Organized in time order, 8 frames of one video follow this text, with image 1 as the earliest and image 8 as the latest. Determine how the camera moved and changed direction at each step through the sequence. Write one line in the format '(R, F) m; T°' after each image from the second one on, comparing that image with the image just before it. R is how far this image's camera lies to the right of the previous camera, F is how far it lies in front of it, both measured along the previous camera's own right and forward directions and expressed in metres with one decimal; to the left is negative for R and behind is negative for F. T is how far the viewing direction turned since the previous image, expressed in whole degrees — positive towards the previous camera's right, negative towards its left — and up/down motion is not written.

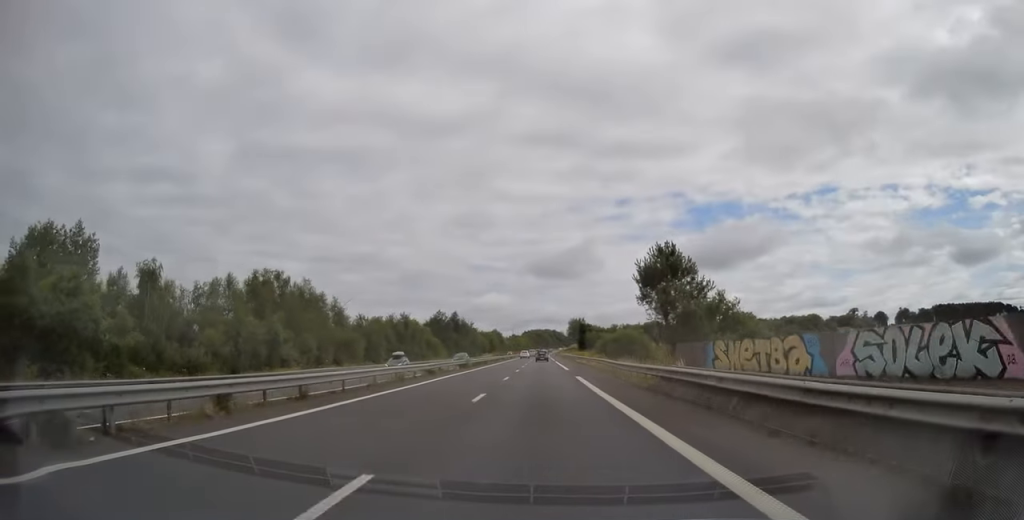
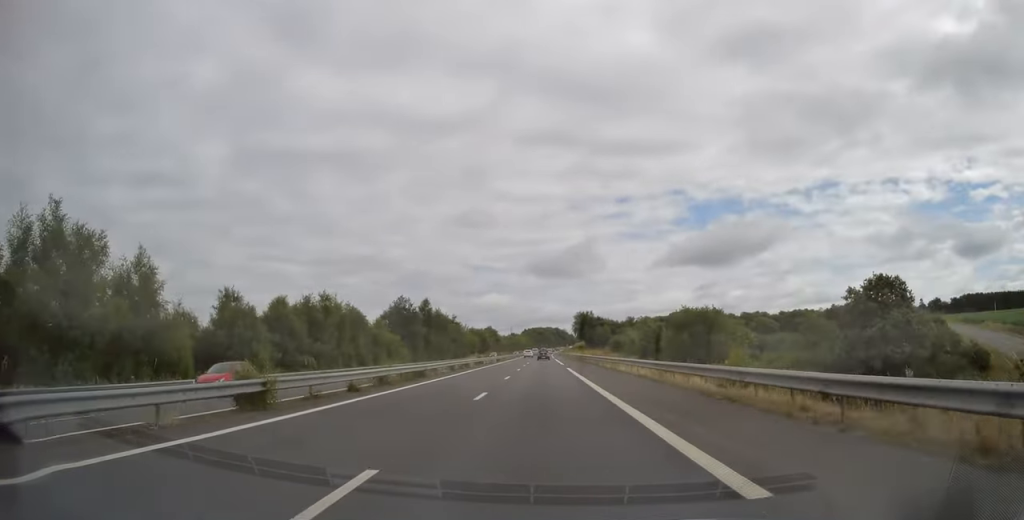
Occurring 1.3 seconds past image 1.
(-0.2, +39.2) m; 0°
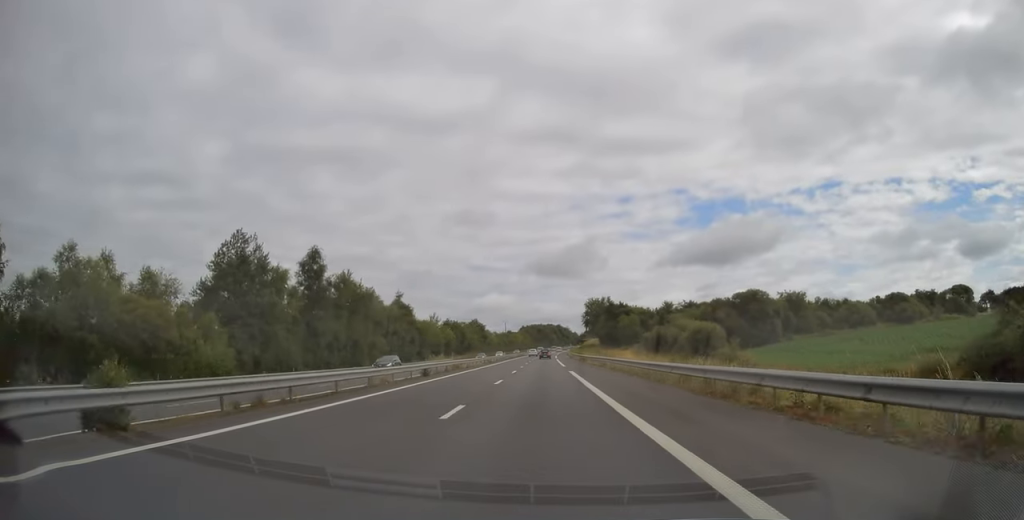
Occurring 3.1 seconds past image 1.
(+0.2, +57.3) m; 0°
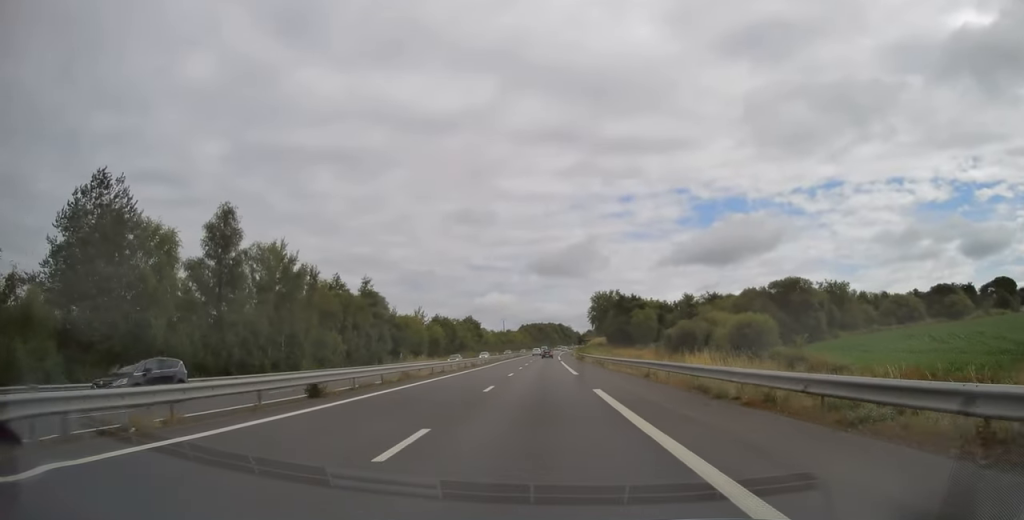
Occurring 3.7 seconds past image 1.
(0.0, +18.1) m; 0°
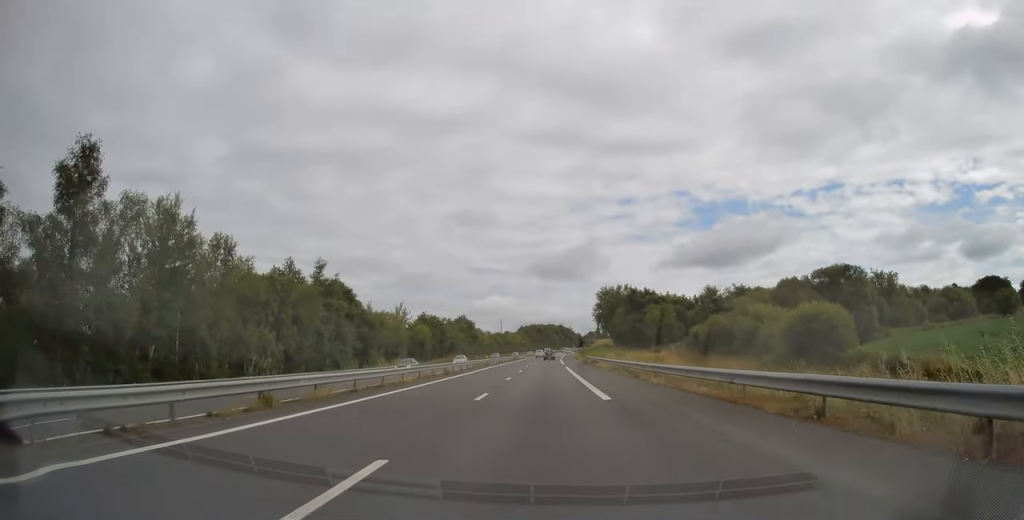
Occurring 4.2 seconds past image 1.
(0.0, +16.0) m; 0°
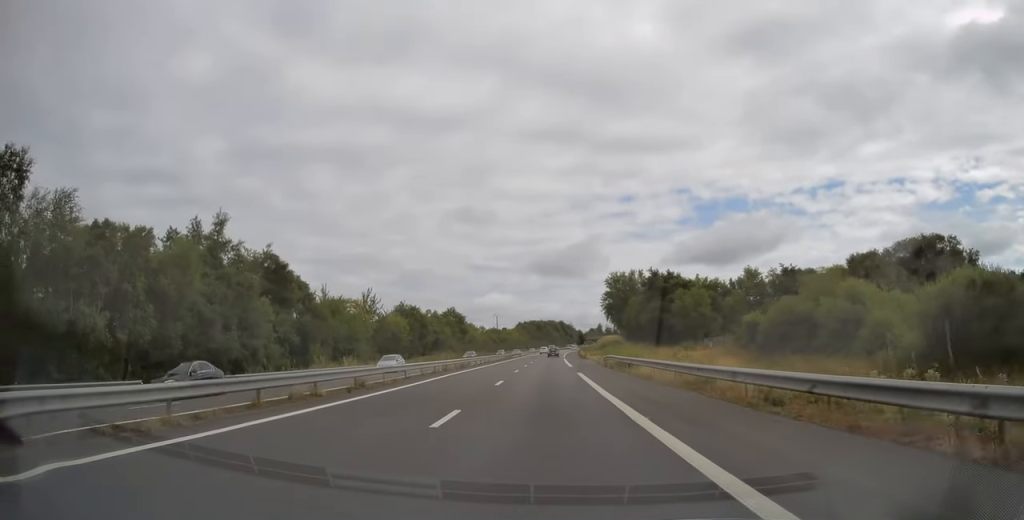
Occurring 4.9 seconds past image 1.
(0.0, +20.1) m; 0°
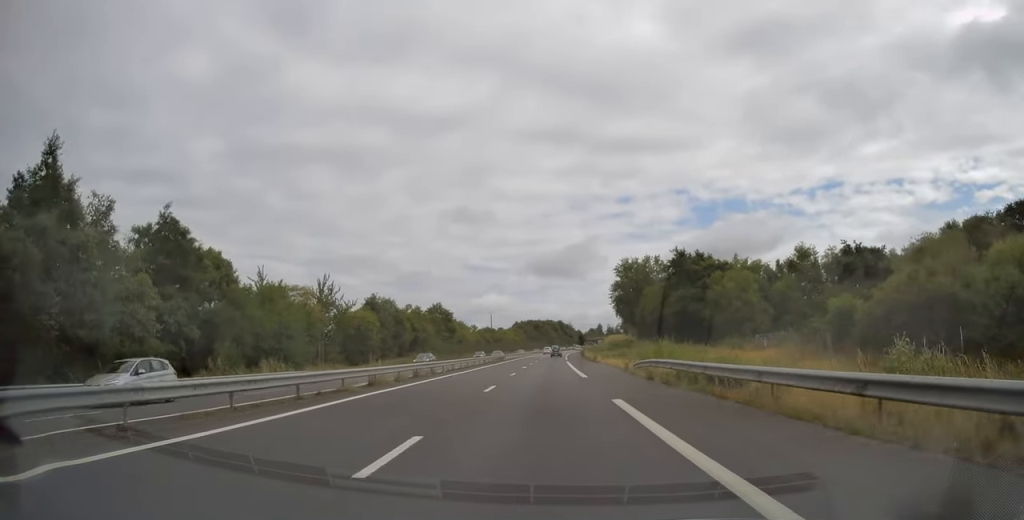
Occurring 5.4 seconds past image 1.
(-0.1, +17.6) m; 0°
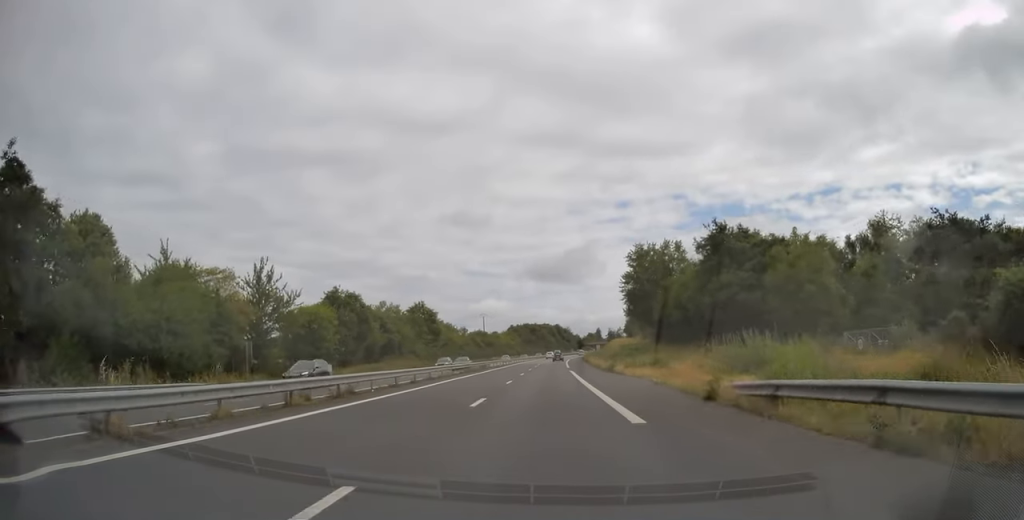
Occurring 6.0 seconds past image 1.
(0.0, +16.5) m; 0°
